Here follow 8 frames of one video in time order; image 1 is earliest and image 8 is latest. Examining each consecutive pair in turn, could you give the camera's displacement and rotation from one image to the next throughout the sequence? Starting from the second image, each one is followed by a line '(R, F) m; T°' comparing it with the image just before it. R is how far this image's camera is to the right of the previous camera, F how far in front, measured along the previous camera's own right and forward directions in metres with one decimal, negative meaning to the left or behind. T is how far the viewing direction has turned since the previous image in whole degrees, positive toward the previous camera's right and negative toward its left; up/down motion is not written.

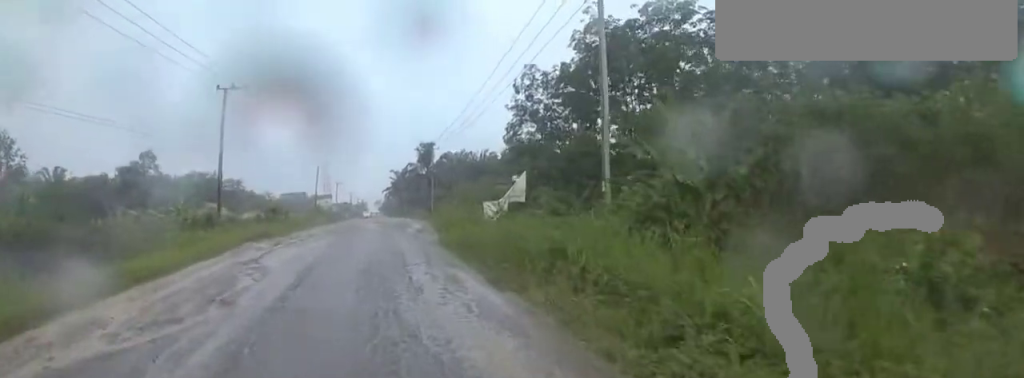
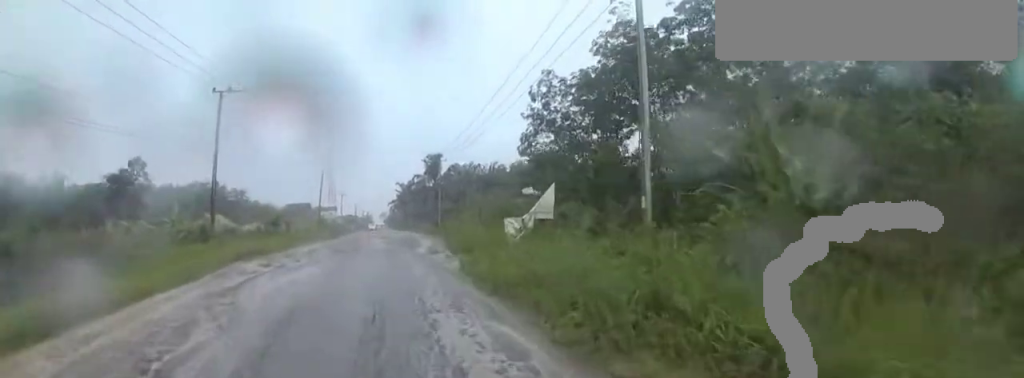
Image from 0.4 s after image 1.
(0.0, +1.8) m; +2°
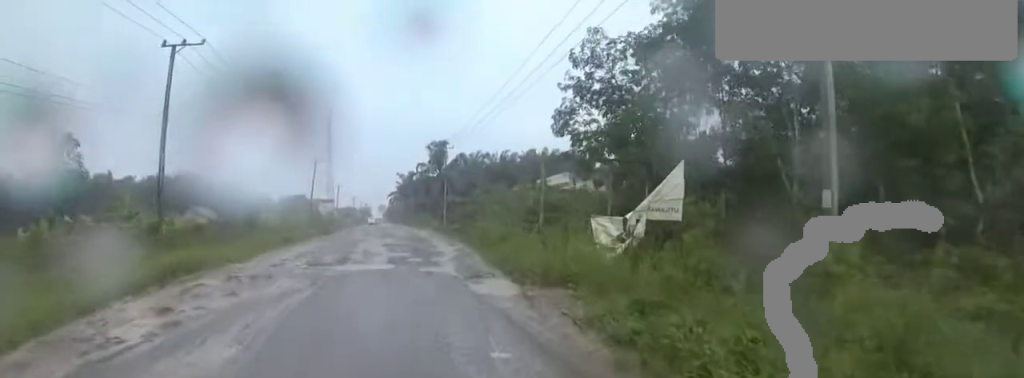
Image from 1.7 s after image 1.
(+0.3, +5.2) m; +5°
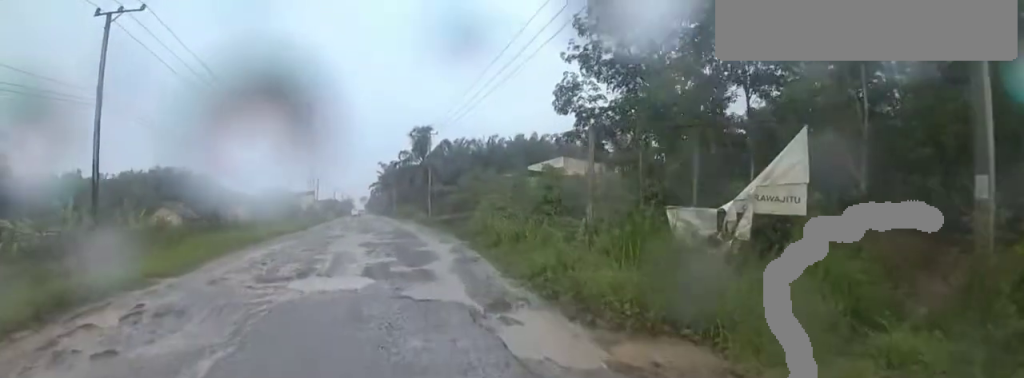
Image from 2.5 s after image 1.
(0.0, +3.0) m; 0°
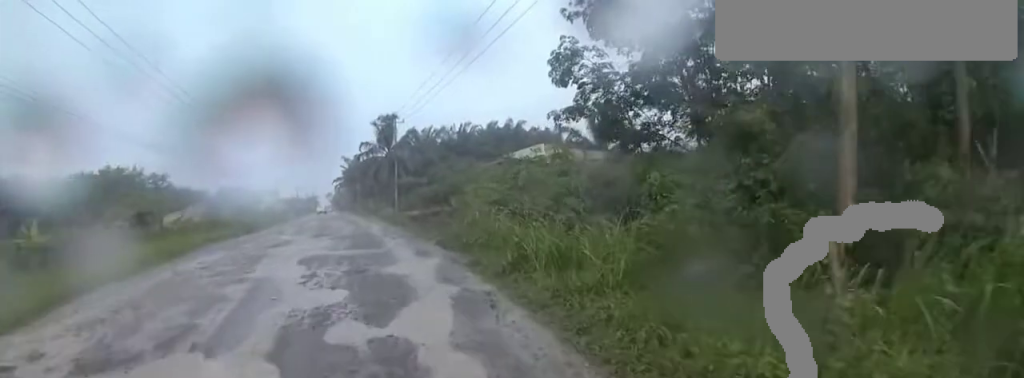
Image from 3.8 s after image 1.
(0.0, +4.9) m; 0°
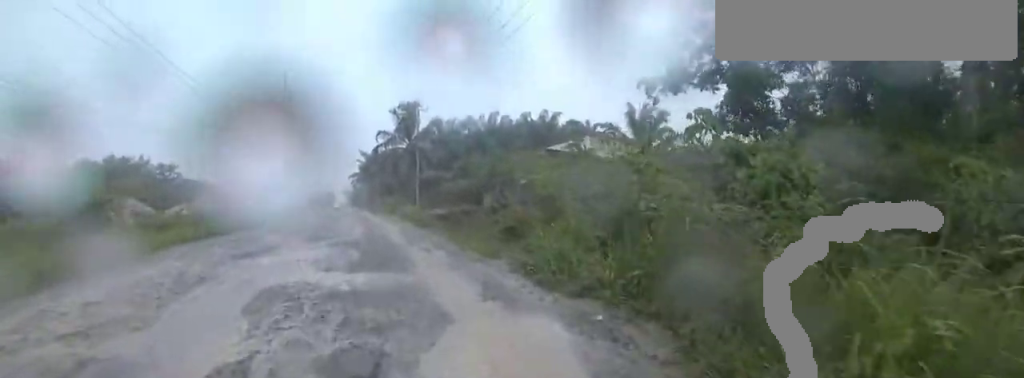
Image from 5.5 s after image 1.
(-0.1, +6.4) m; -5°
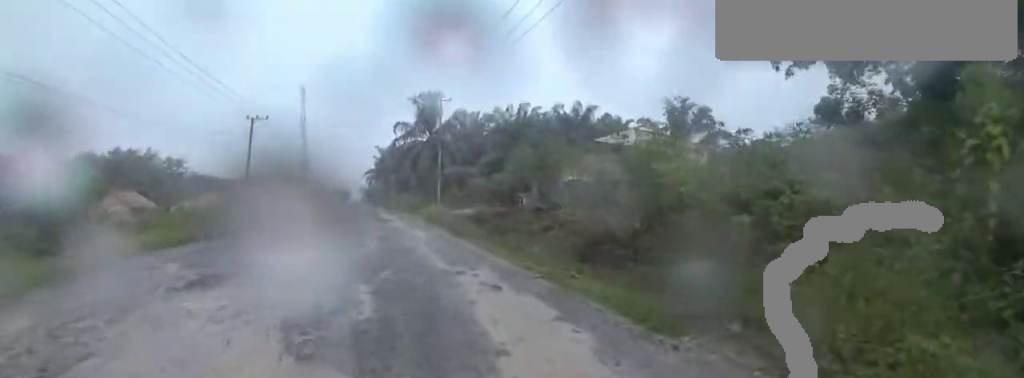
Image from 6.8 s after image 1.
(-0.3, +5.3) m; -4°
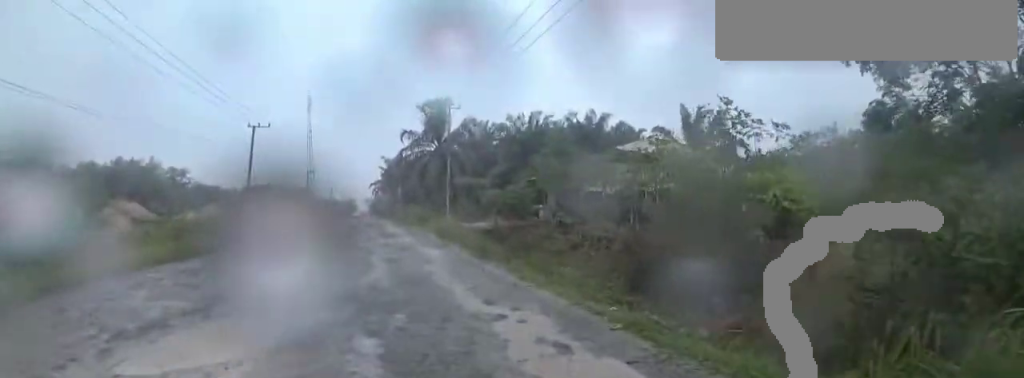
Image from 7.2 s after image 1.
(0.0, +2.1) m; 0°
